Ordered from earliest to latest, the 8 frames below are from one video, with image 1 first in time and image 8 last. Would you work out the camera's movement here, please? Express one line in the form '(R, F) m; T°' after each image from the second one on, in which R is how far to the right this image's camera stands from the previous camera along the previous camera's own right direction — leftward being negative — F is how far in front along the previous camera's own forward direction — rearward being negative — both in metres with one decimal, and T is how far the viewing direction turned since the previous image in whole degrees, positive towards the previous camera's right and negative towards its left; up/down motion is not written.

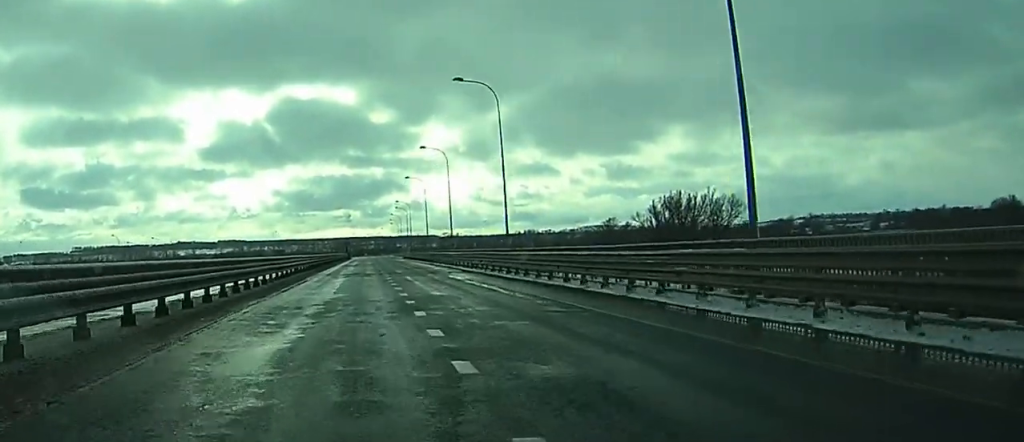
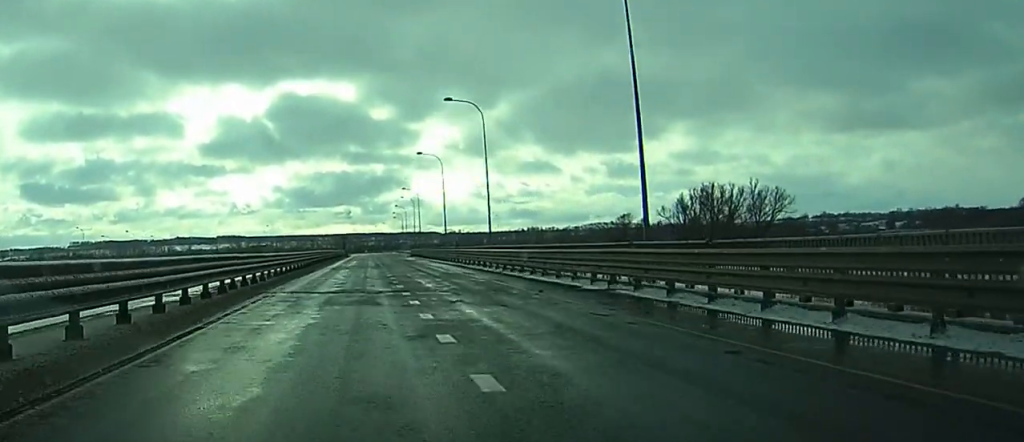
(+0.1, +25.5) m; +1°
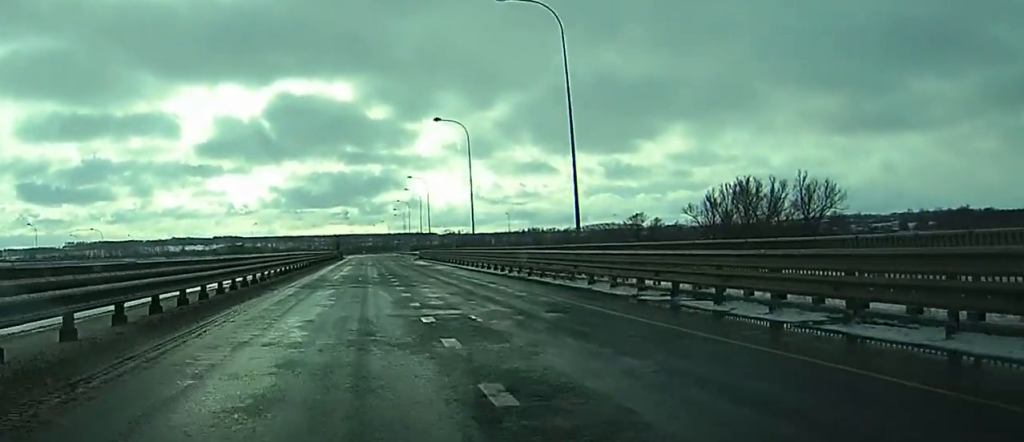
(+0.6, +24.7) m; -1°
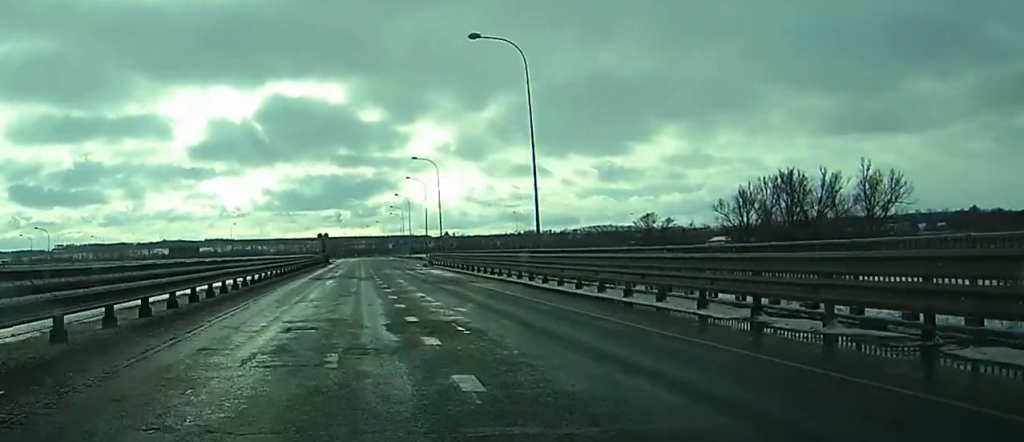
(-1.1, +27.2) m; -1°
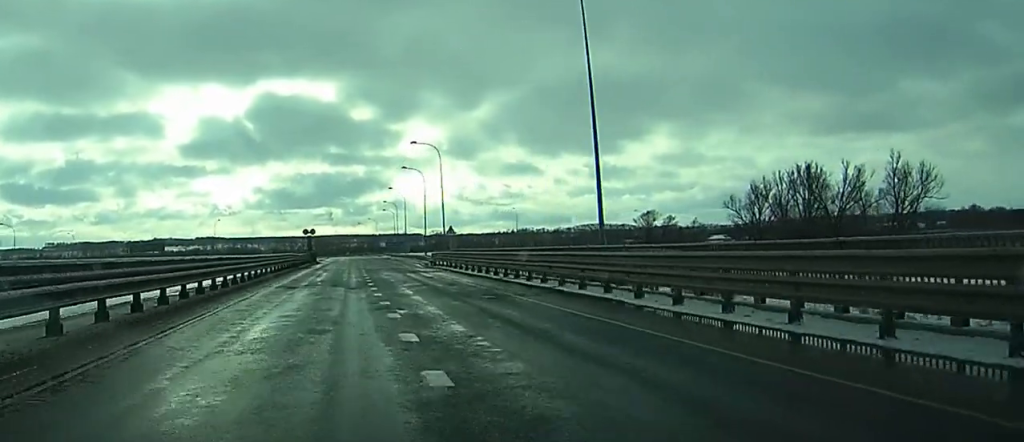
(+0.3, +11.9) m; +1°
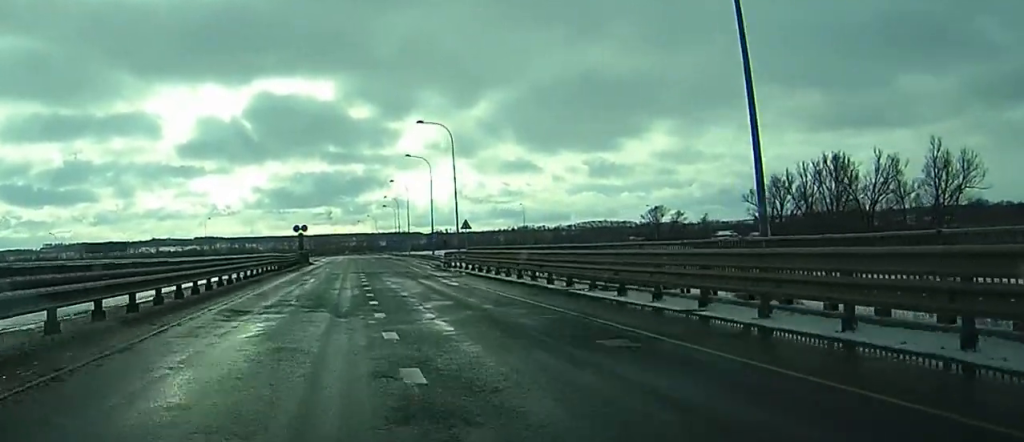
(+0.2, +11.9) m; +1°
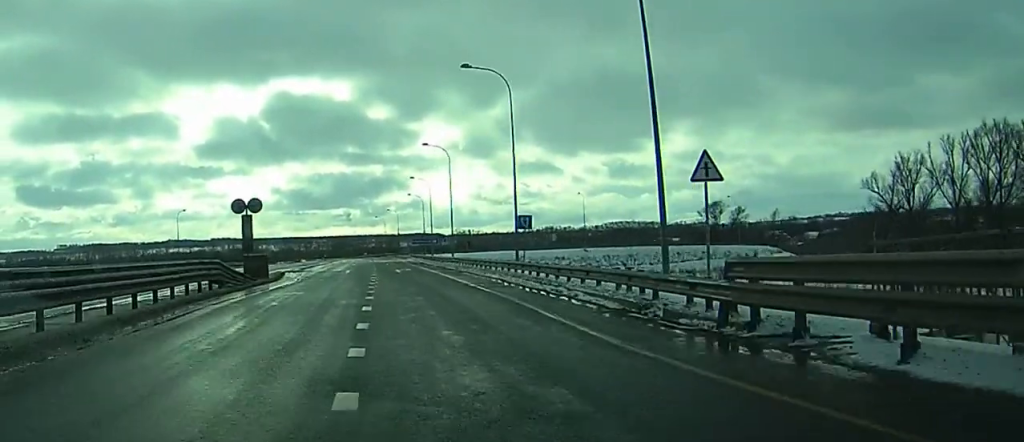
(-0.2, +44.9) m; -1°
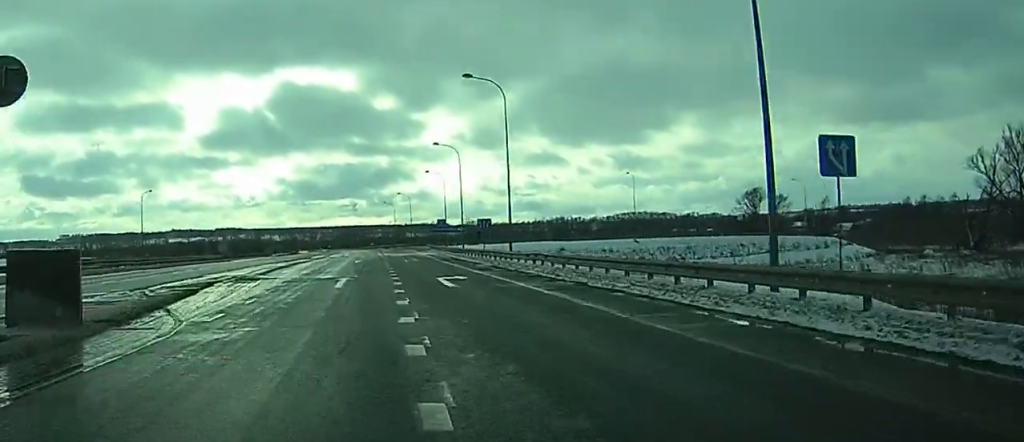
(-0.1, +29.5) m; 0°
